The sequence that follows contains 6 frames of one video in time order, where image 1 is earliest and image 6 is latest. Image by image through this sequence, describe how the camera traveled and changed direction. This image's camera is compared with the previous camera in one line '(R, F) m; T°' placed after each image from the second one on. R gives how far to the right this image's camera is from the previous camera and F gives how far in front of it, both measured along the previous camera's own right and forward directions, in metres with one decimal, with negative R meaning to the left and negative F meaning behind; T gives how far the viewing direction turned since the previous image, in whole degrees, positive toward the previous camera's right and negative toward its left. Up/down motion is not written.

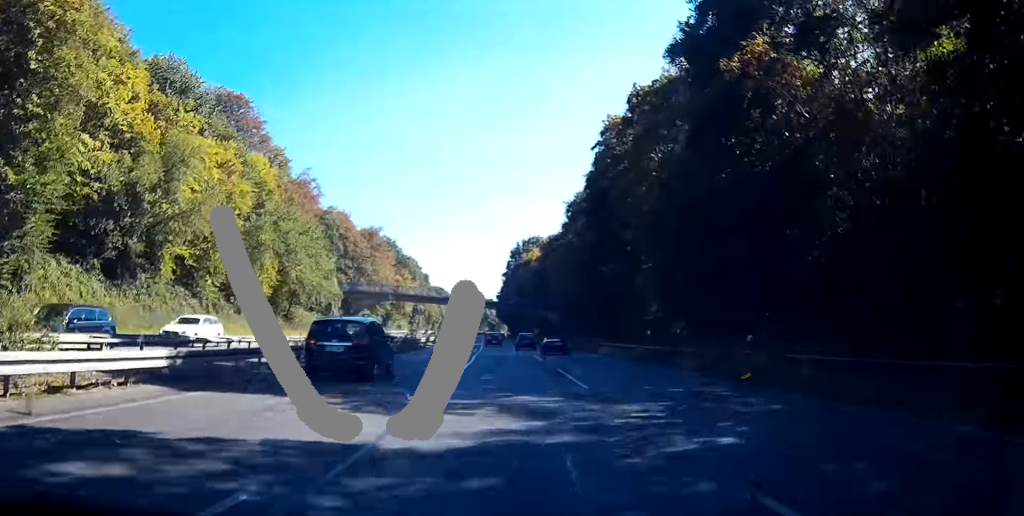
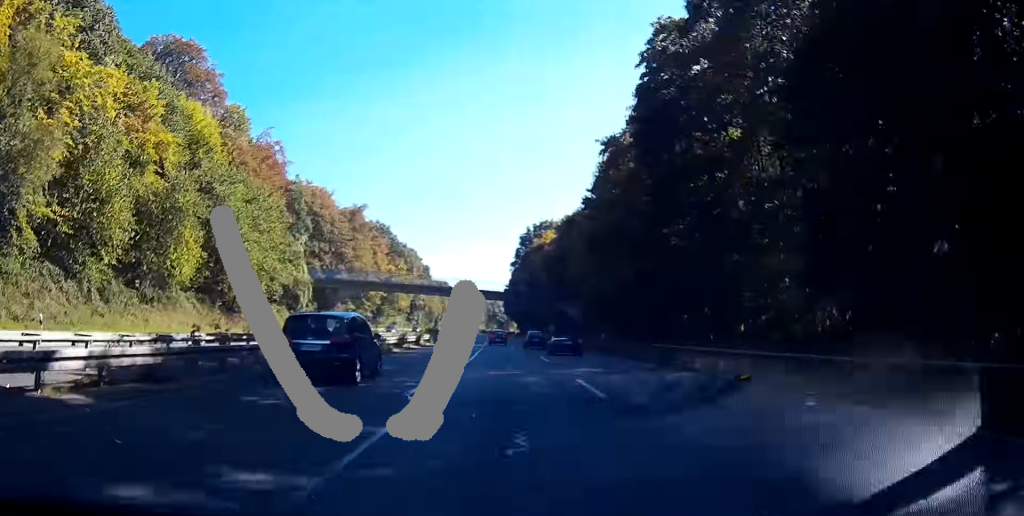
(-0.2, +20.9) m; 0°
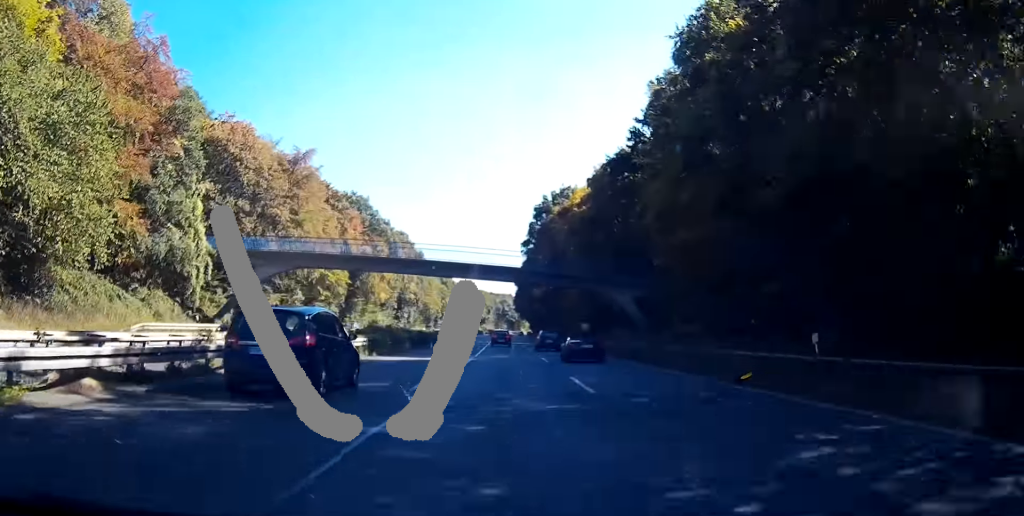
(-0.1, +34.2) m; -2°
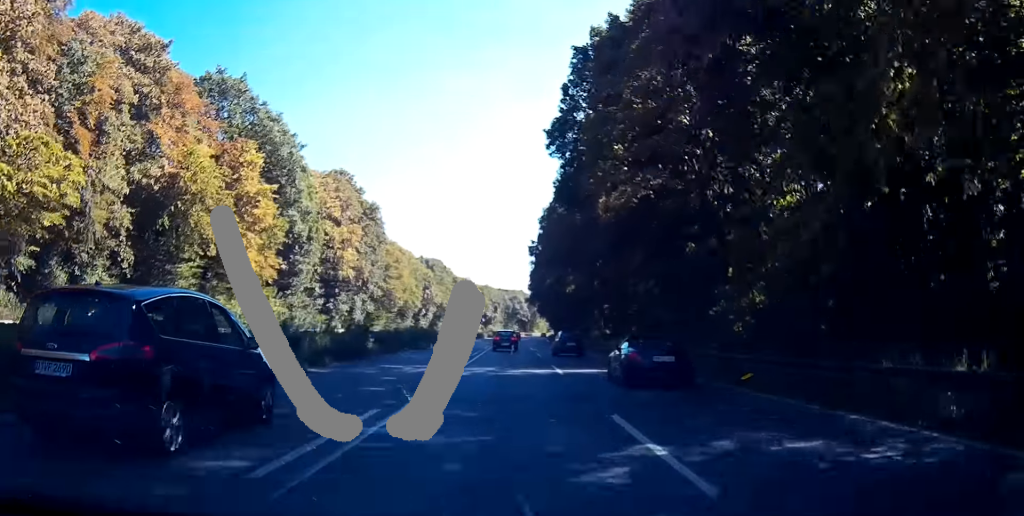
(+0.1, +62.4) m; +2°
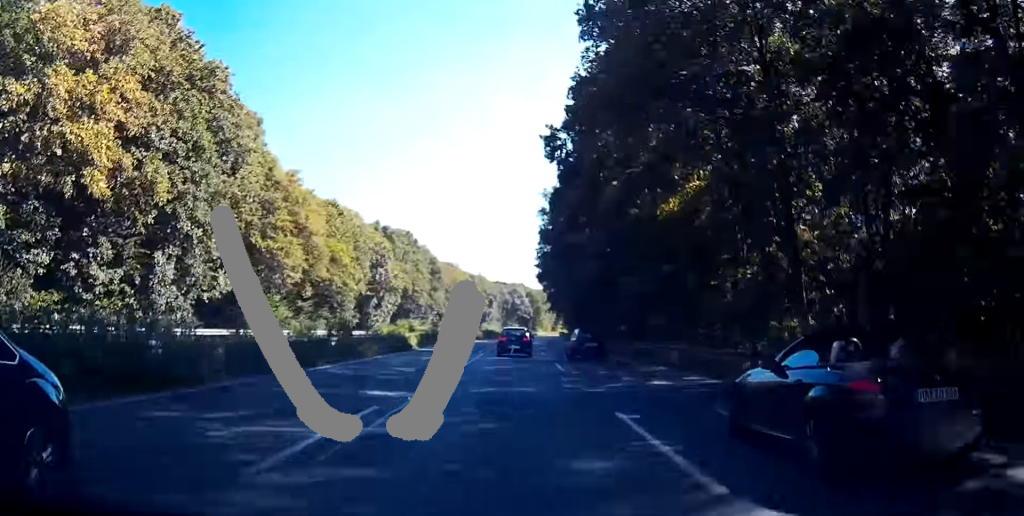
(+0.4, +52.9) m; +1°
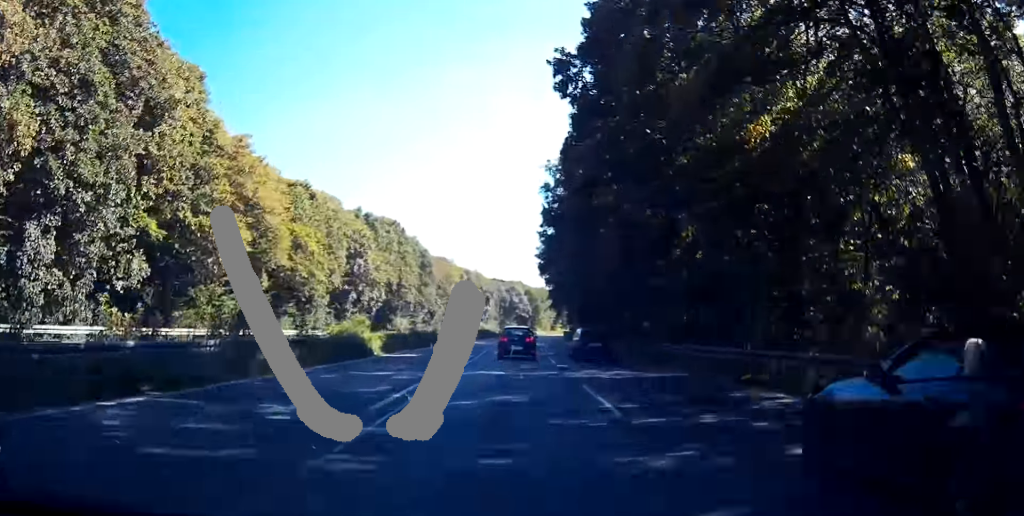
(0.0, +12.1) m; 0°
